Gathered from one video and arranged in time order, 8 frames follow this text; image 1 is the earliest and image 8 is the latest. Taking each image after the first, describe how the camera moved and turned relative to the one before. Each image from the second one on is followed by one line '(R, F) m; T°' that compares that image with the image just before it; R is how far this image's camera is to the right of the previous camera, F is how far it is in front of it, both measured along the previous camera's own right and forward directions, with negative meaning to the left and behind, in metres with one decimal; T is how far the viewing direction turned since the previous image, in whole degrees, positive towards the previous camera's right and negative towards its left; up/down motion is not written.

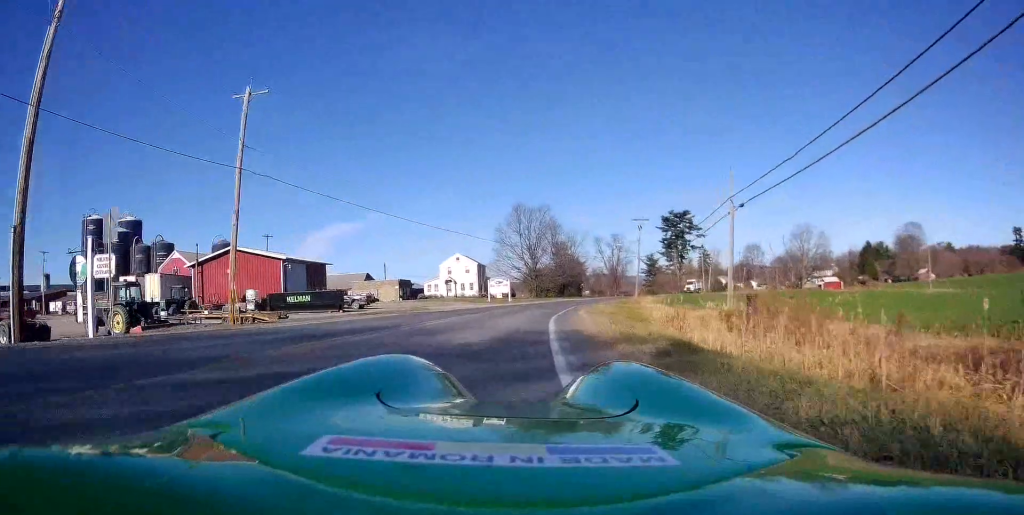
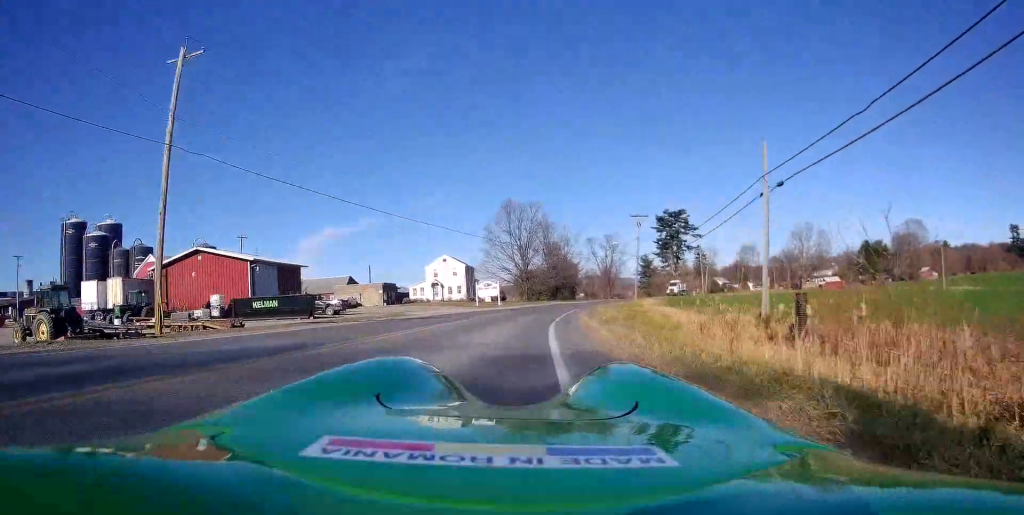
(0.0, +5.3) m; +1°
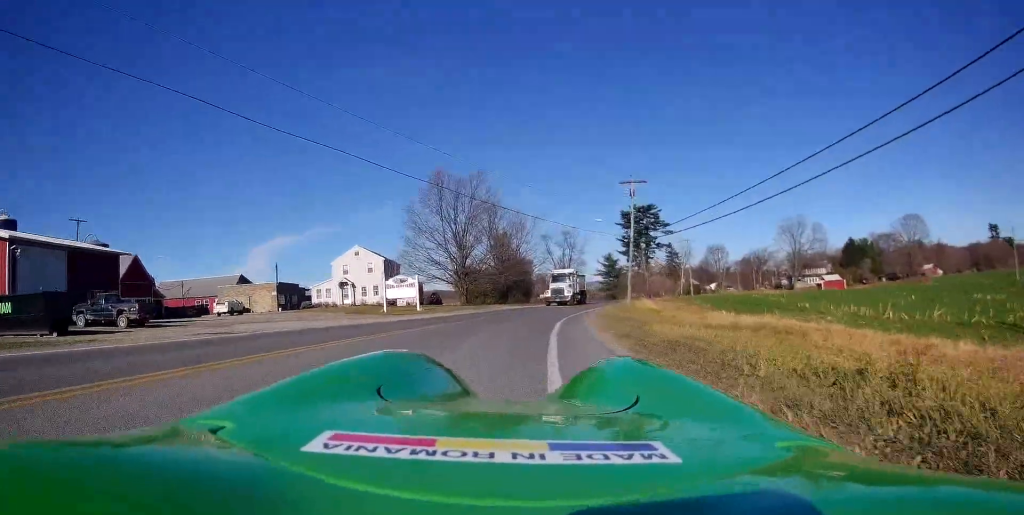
(+1.4, +24.7) m; +1°
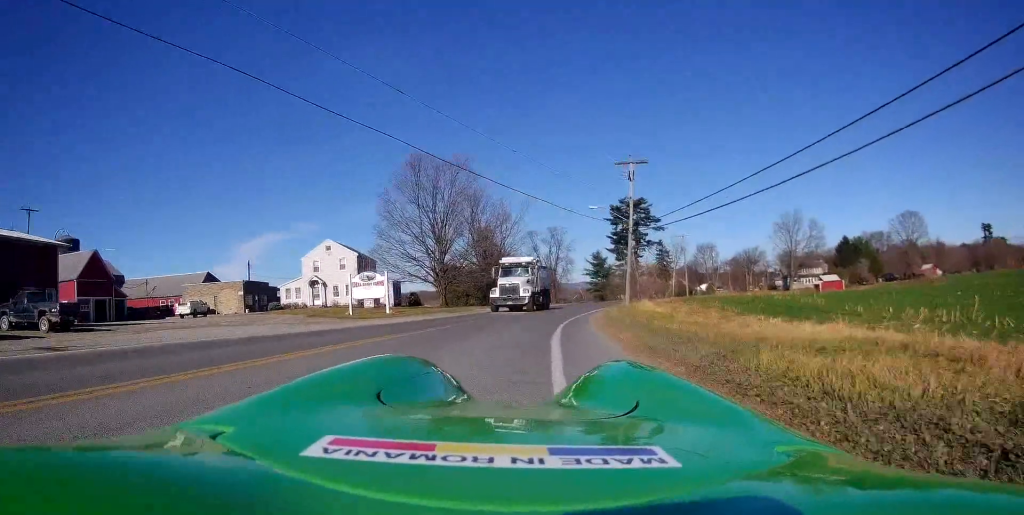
(-0.1, +5.4) m; -3°
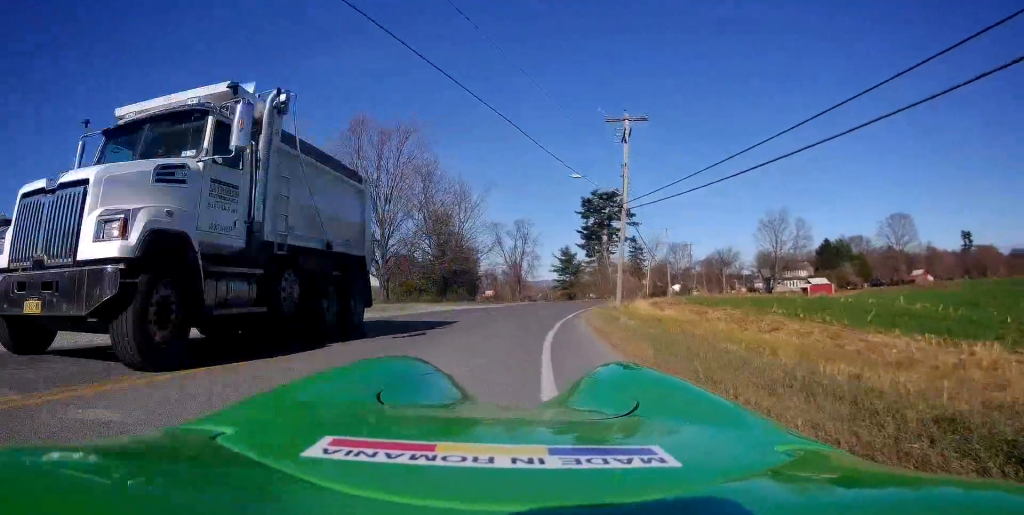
(-0.4, +10.0) m; +3°
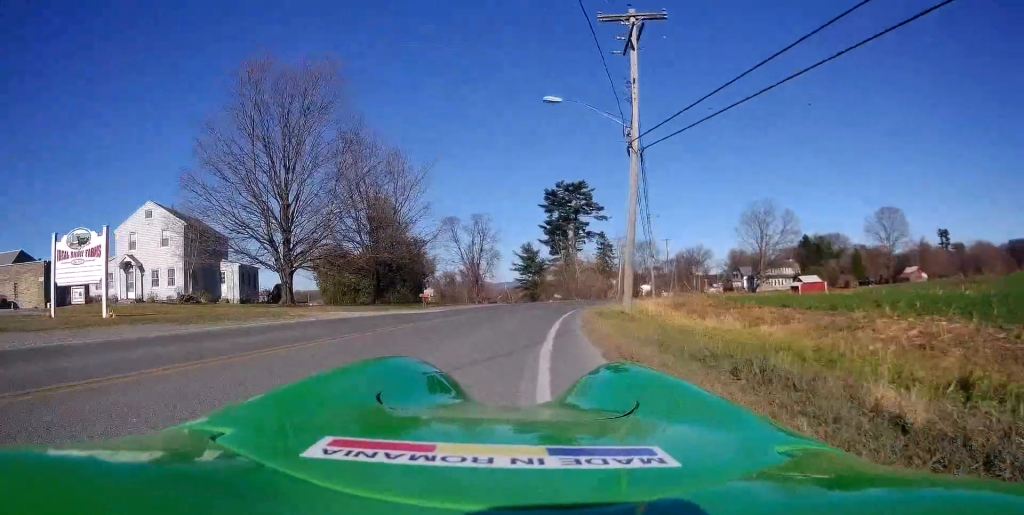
(+1.1, +12.2) m; +9°
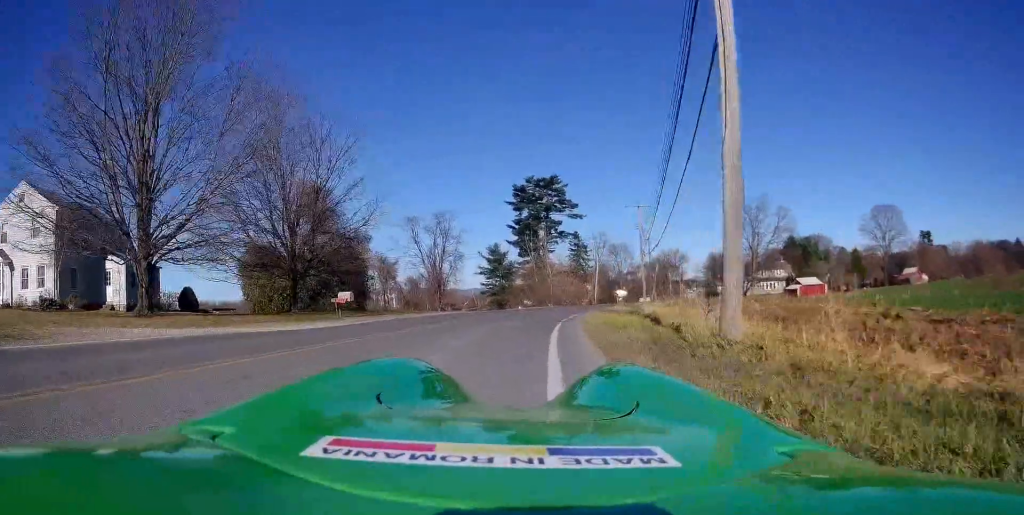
(+0.6, +11.5) m; +7°
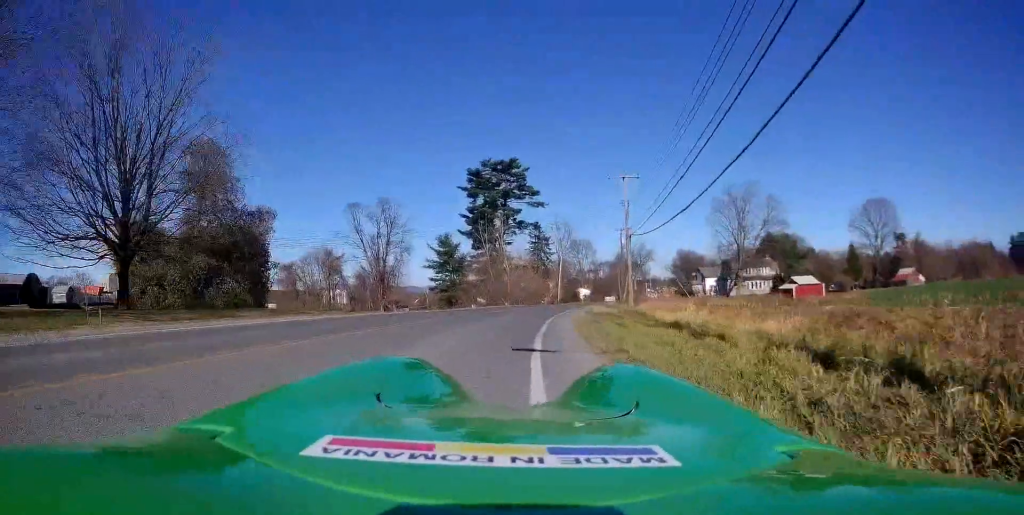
(+0.9, +13.5) m; +4°
